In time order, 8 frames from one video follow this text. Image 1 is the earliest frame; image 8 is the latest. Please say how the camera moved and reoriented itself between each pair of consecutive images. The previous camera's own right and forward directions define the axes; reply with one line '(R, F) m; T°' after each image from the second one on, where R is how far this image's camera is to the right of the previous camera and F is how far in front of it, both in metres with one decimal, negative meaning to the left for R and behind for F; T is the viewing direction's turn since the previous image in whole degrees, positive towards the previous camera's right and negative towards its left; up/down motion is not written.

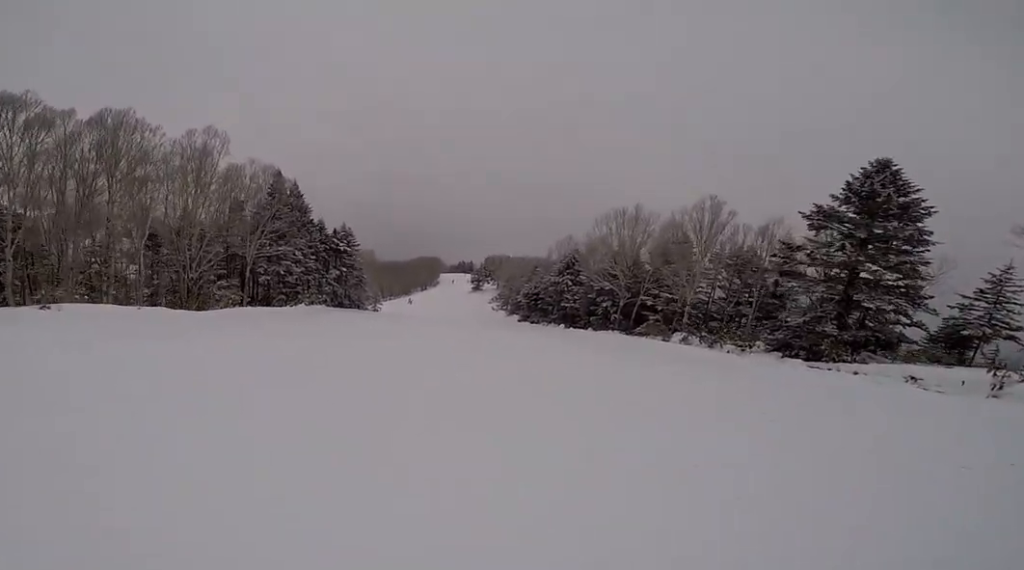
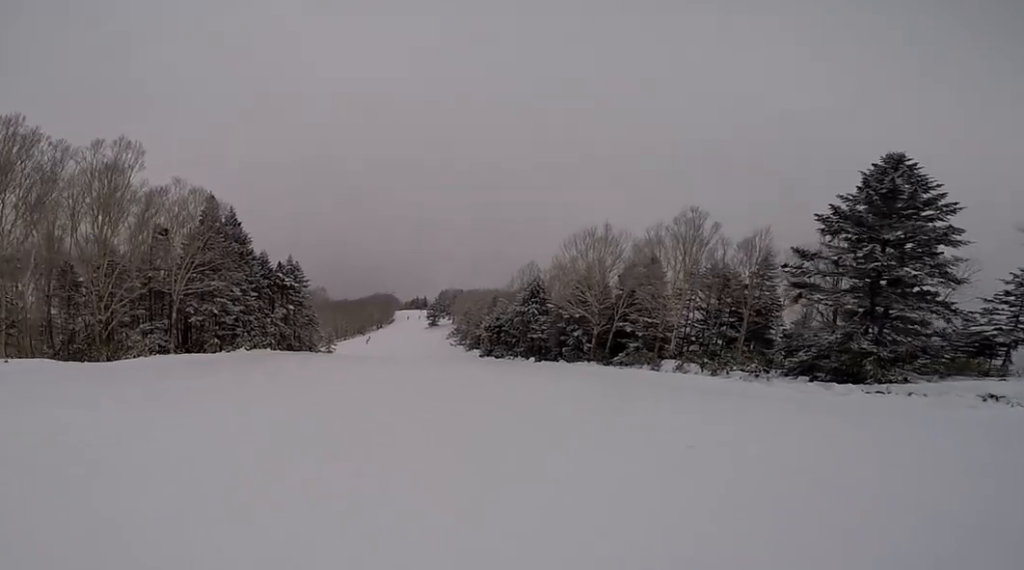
(0.0, +4.8) m; 0°
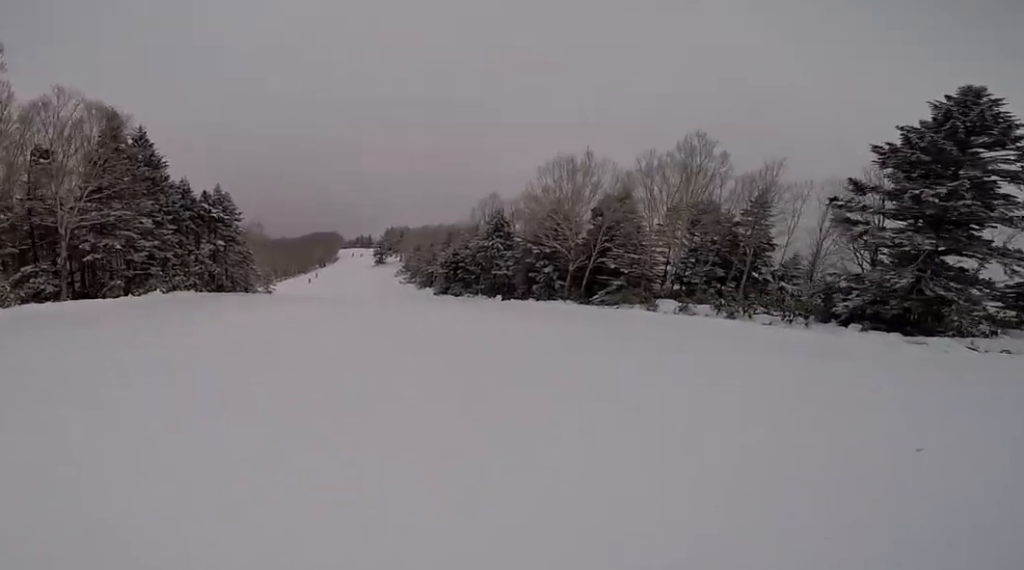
(0.0, +5.5) m; +3°
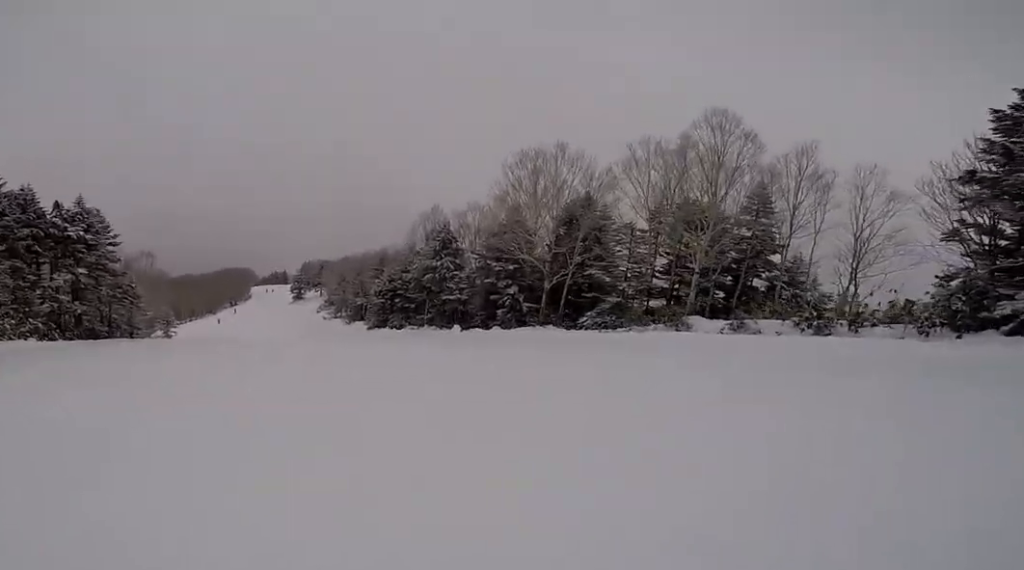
(+0.2, +8.9) m; +3°
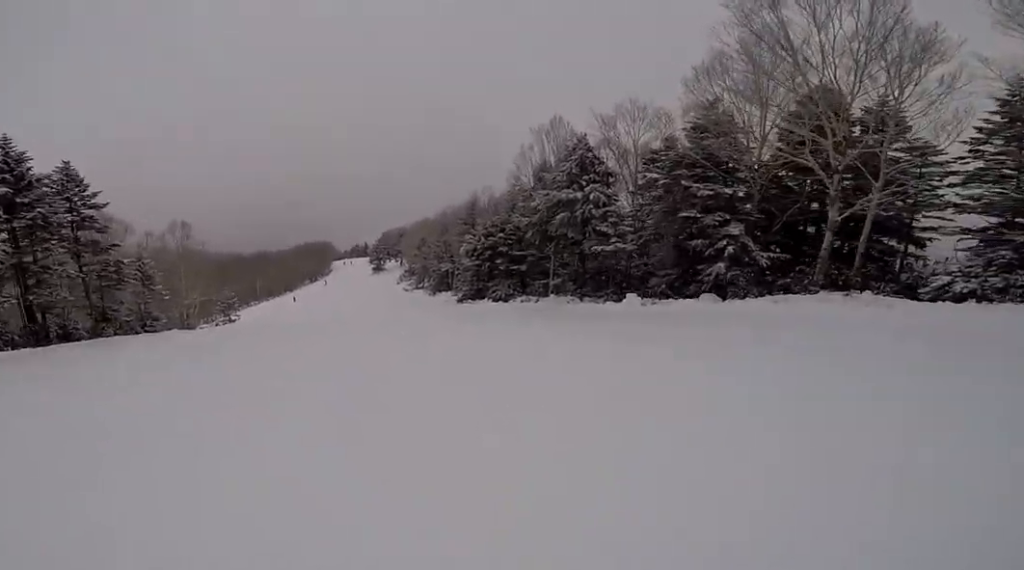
(-0.1, +14.9) m; -10°
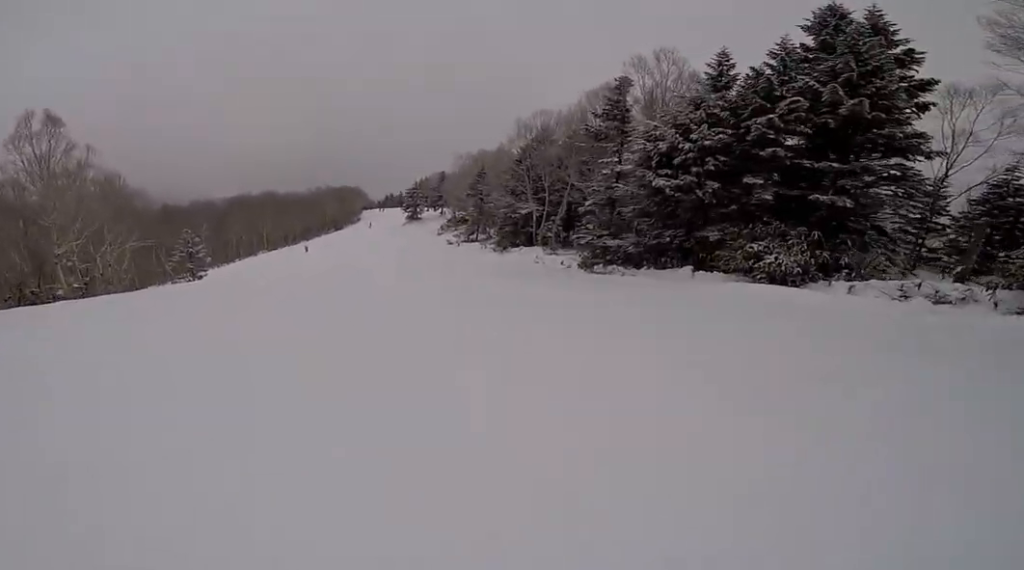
(-3.1, +24.0) m; -4°
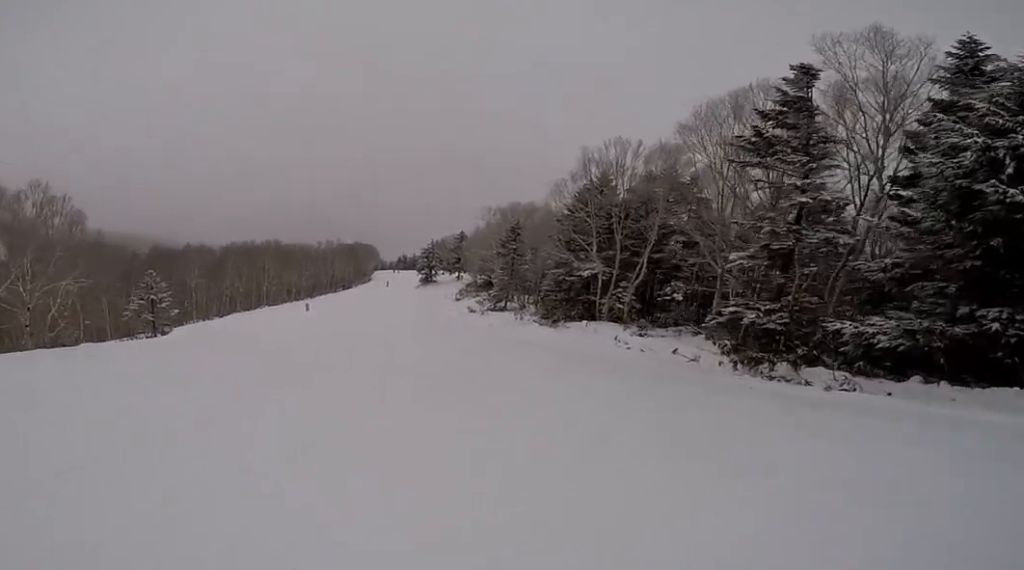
(+0.6, +10.4) m; +4°
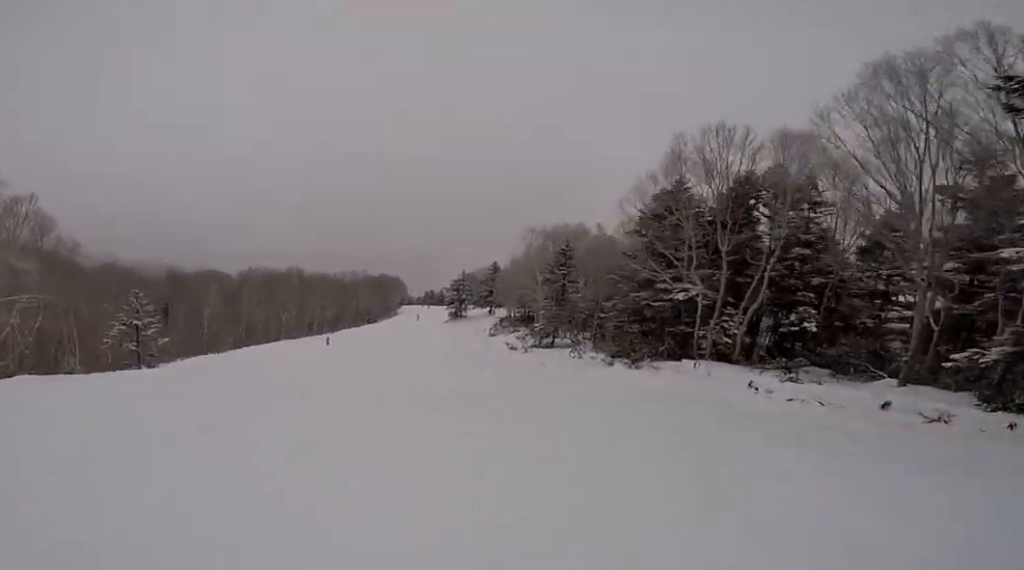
(0.0, +6.9) m; 0°
